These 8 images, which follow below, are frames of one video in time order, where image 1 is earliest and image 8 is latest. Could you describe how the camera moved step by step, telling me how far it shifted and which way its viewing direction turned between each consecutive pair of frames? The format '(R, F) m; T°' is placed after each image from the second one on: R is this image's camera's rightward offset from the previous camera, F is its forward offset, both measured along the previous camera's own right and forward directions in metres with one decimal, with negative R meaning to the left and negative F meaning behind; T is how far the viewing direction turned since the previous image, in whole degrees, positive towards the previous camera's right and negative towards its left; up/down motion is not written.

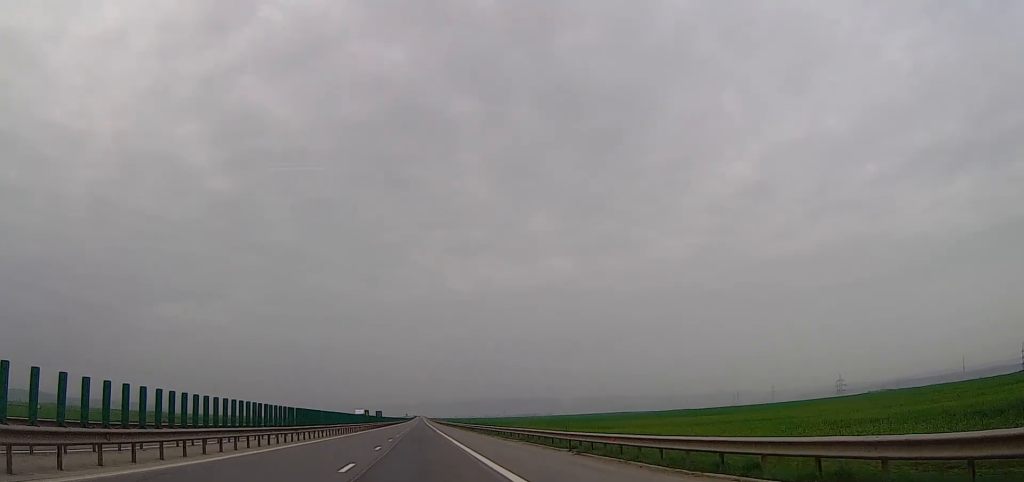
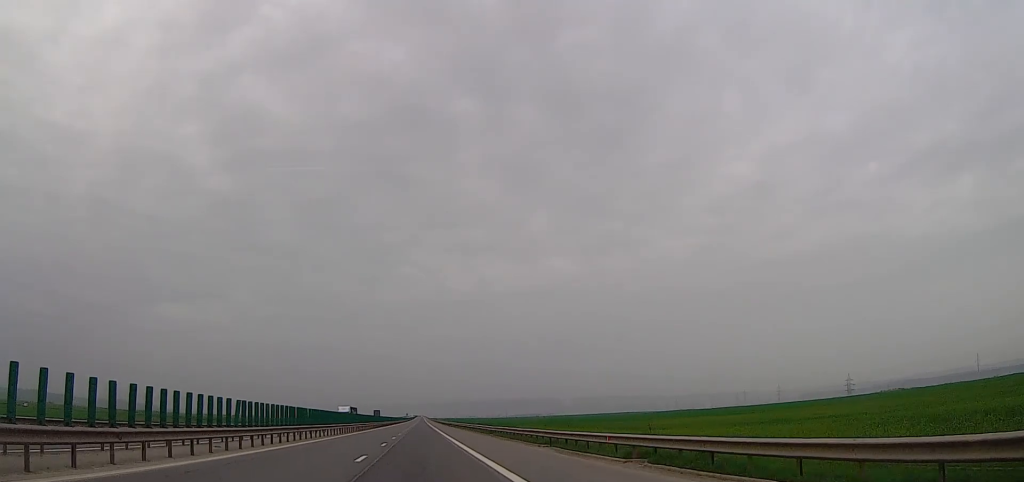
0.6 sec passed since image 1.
(-0.9, +20.3) m; 0°
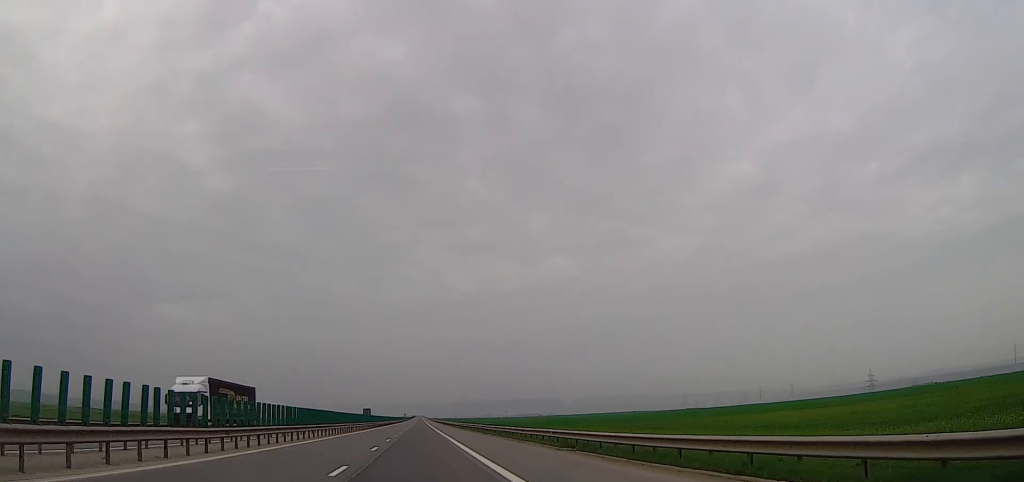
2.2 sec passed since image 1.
(+1.7, +53.6) m; +3°
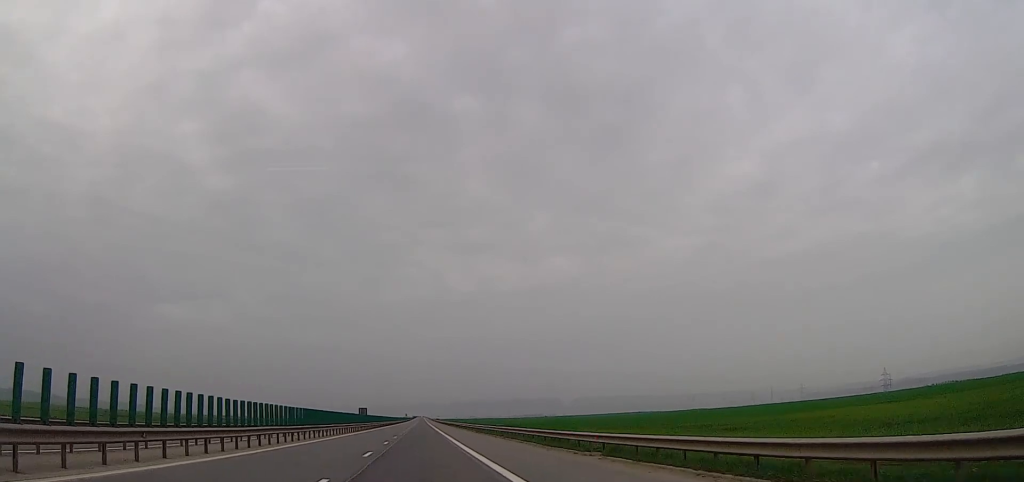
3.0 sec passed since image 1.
(0.0, +28.0) m; 0°
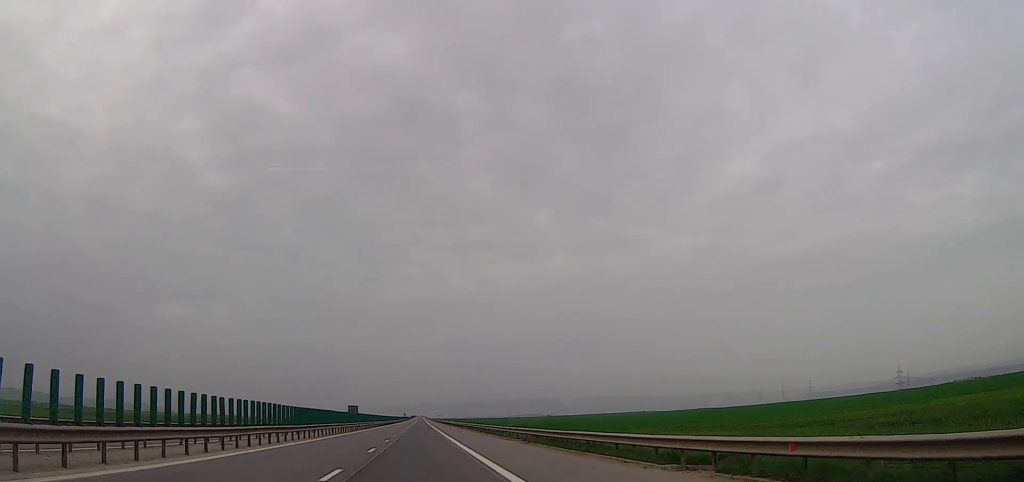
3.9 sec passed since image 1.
(-0.1, +34.2) m; 0°
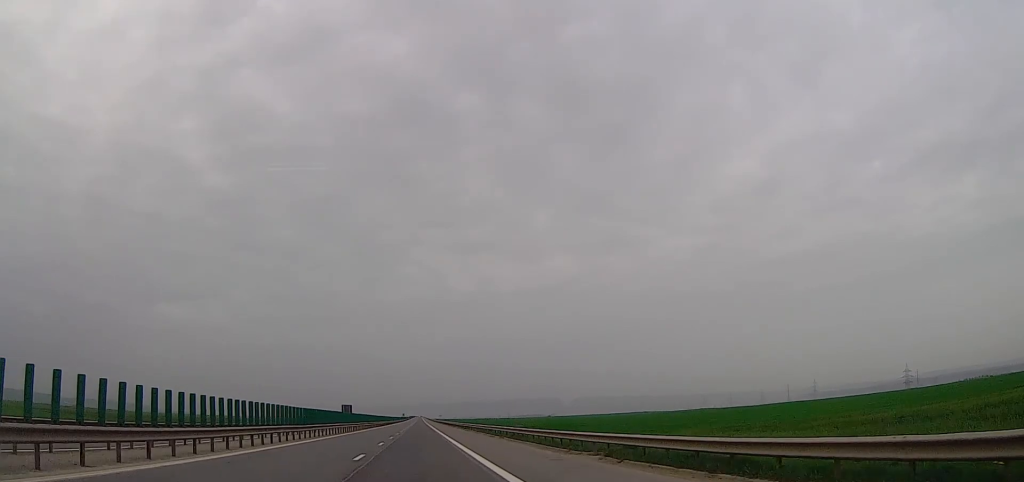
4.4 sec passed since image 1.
(+0.1, +15.8) m; -1°
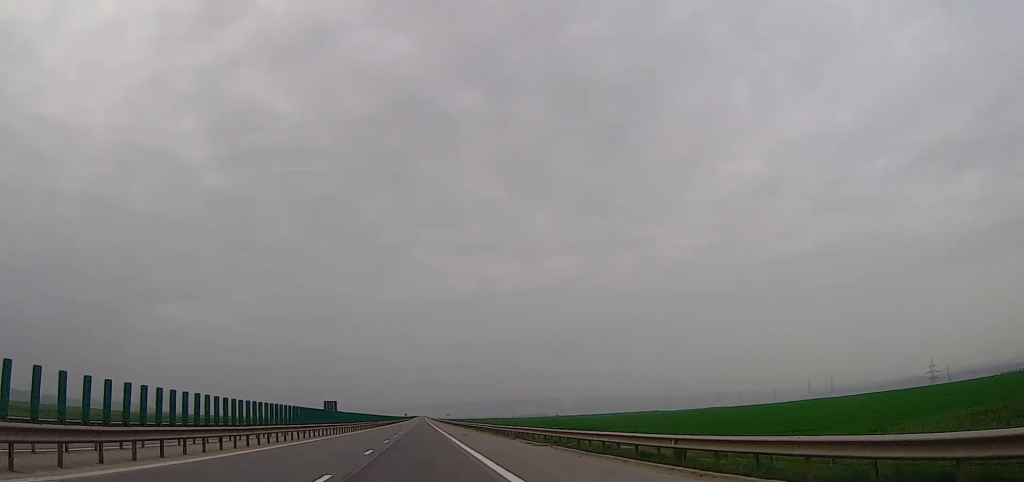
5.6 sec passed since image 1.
(-1.4, +44.7) m; -1°
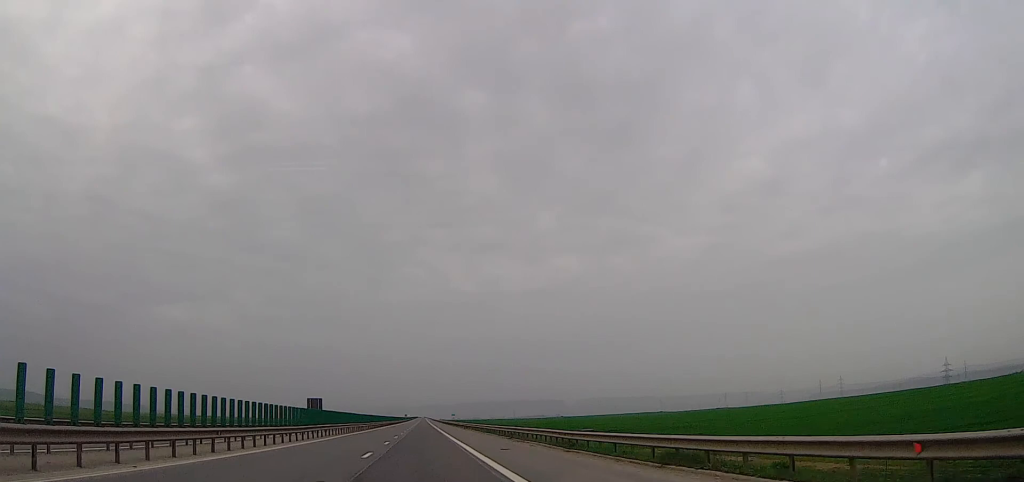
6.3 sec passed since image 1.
(+0.4, +26.2) m; +1°
